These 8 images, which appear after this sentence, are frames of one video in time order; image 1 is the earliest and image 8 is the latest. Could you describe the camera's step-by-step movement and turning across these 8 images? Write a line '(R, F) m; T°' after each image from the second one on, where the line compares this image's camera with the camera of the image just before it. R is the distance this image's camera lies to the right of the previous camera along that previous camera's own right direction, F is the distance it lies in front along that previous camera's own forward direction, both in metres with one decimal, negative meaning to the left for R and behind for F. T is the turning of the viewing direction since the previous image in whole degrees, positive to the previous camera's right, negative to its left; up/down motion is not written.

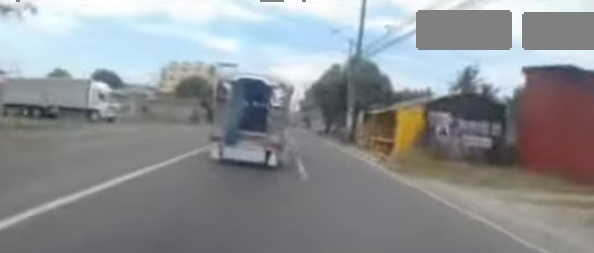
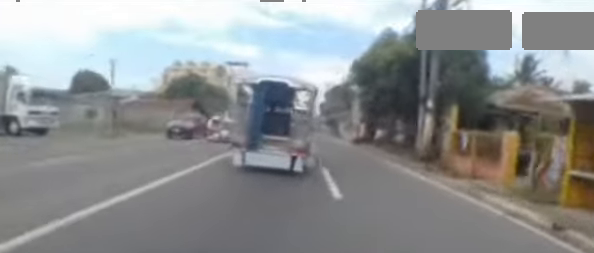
(0.0, +10.7) m; 0°
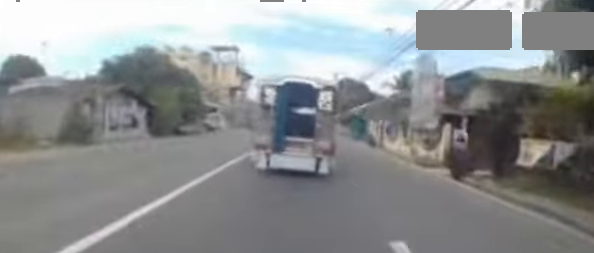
(0.0, +13.4) m; 0°
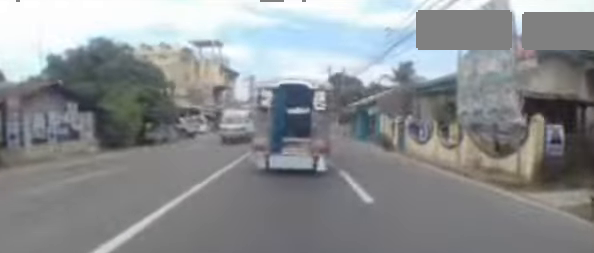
(0.0, +5.1) m; 0°
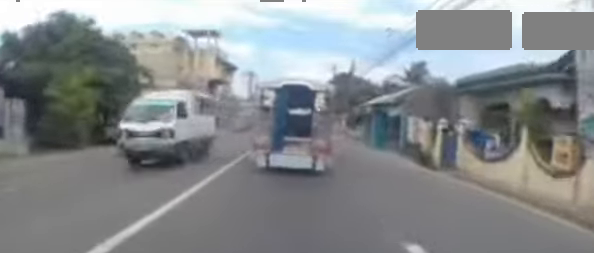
(0.0, +4.4) m; 0°
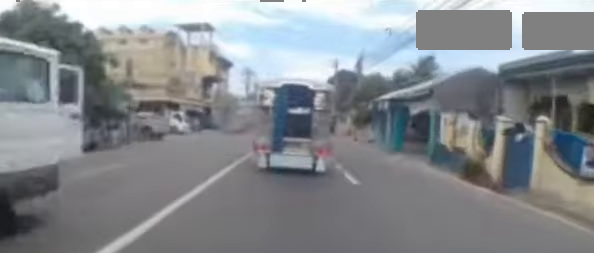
(0.0, +3.4) m; 0°
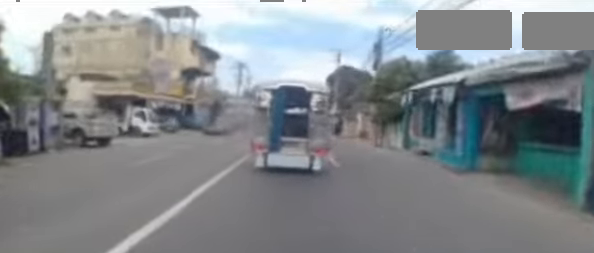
(0.0, +6.9) m; -3°
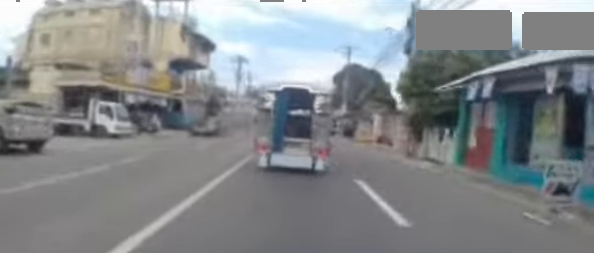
(0.0, +4.8) m; -3°
